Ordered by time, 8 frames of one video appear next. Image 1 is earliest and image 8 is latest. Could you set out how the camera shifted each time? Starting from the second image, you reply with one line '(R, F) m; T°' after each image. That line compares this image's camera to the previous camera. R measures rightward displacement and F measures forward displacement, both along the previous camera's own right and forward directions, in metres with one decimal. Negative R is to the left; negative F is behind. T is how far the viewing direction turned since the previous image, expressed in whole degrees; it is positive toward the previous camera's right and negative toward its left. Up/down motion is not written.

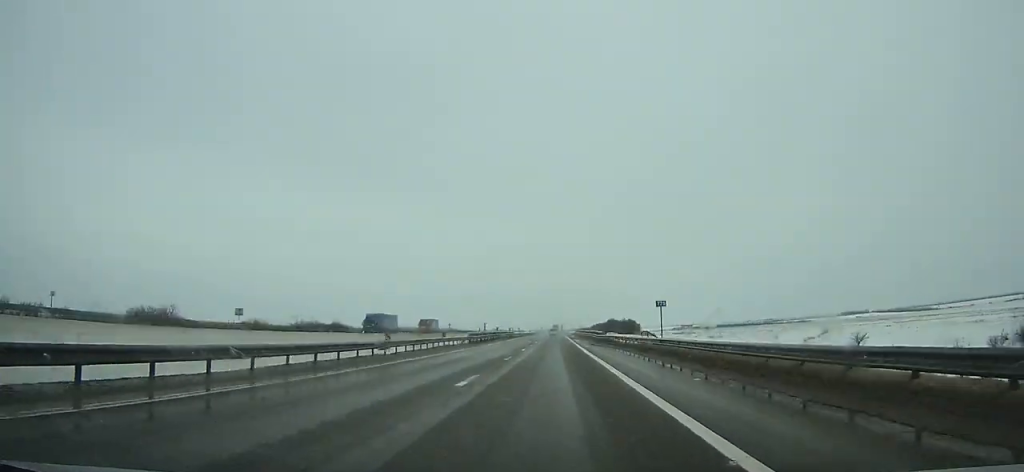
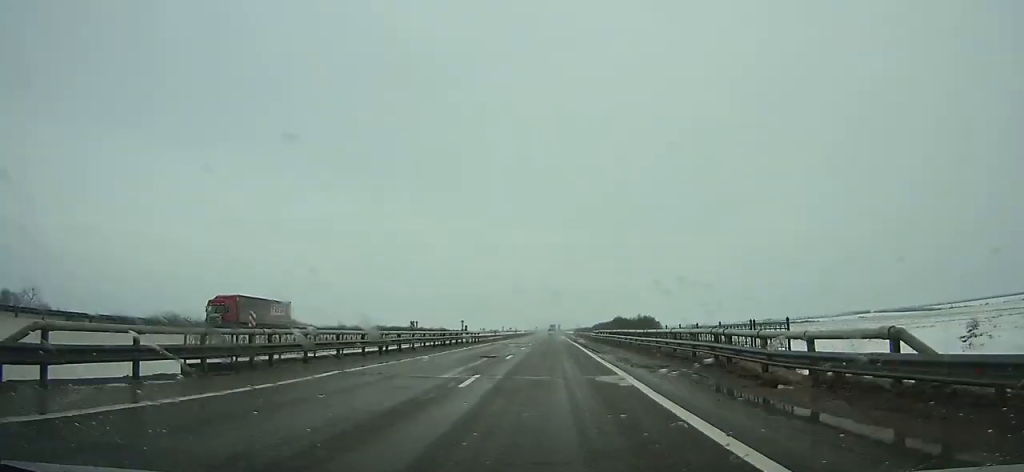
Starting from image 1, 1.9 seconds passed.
(-0.1, +49.2) m; 0°
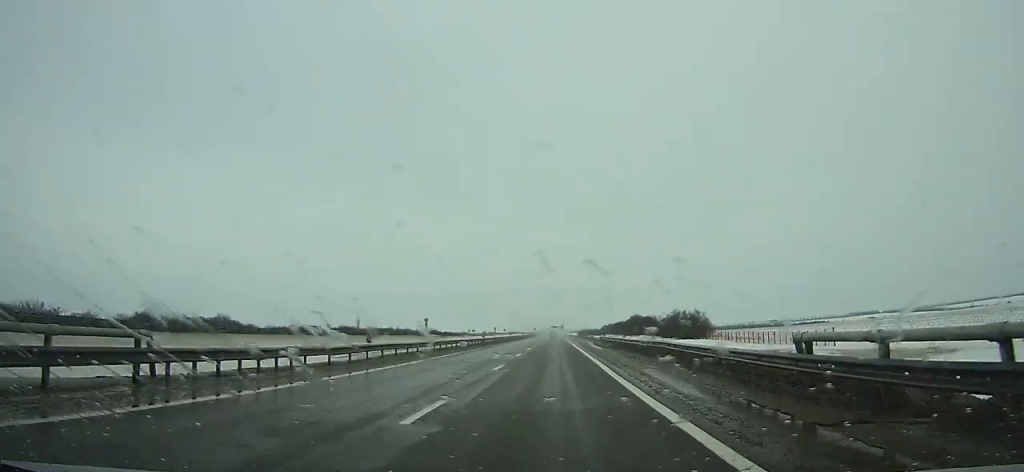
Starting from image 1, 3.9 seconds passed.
(+0.3, +51.9) m; 0°
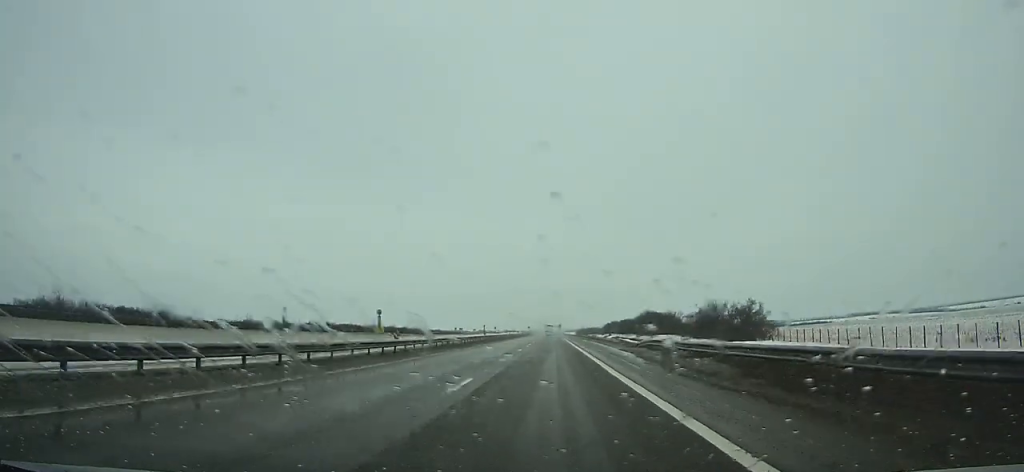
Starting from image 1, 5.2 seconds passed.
(+0.1, +33.8) m; 0°
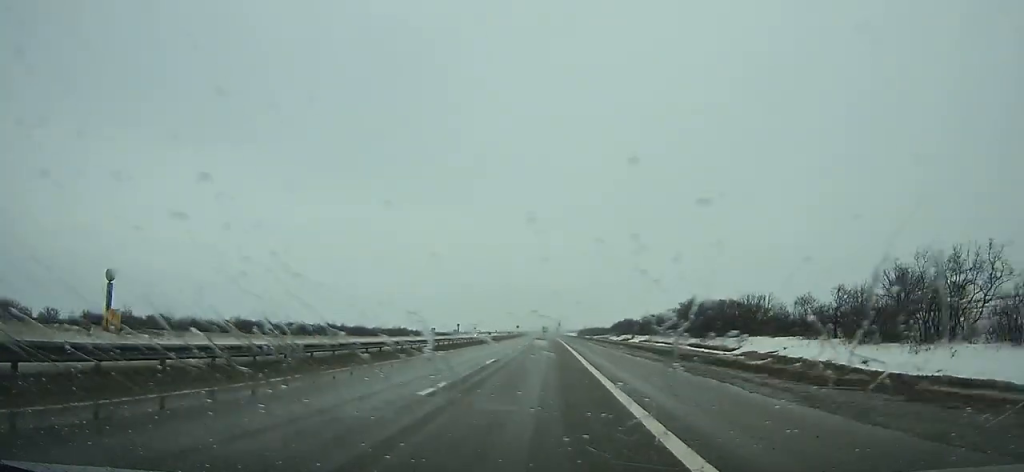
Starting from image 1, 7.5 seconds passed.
(0.0, +60.1) m; 0°
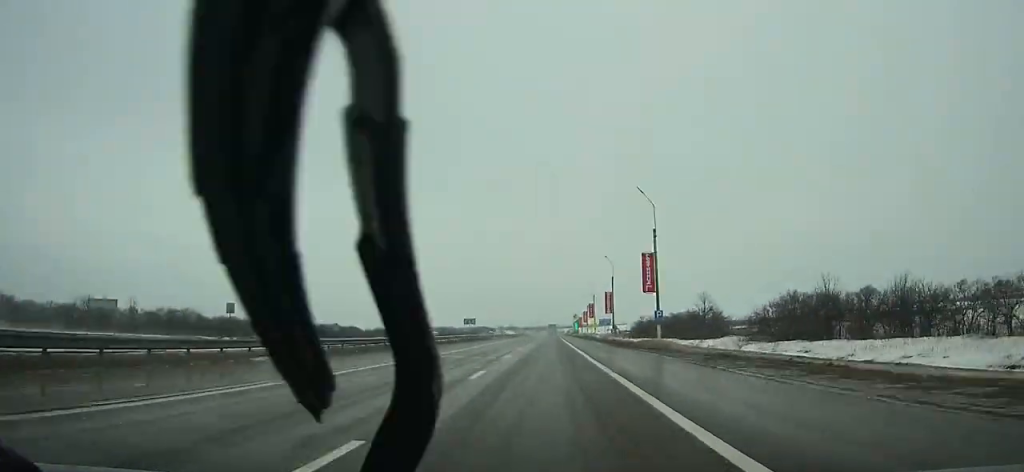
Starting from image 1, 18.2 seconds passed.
(-2.0, +285.6) m; 0°
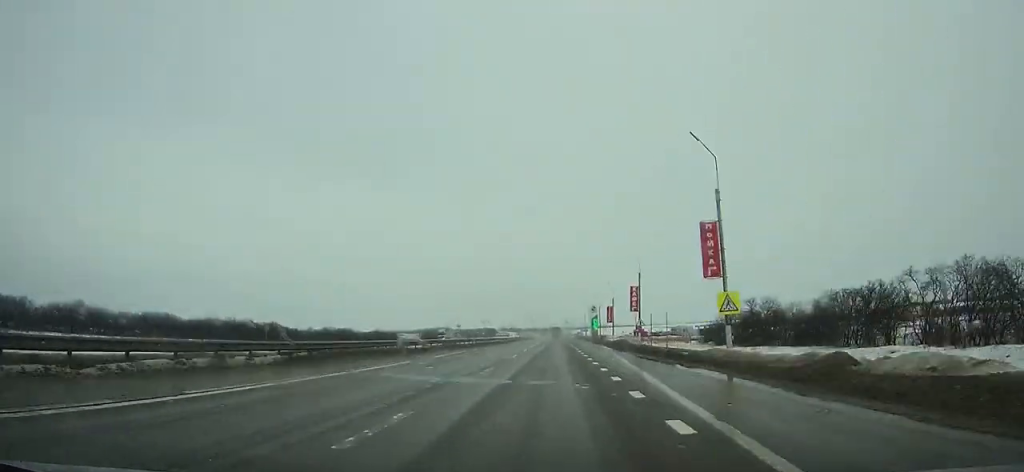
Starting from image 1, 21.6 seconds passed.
(0.0, +92.7) m; 0°
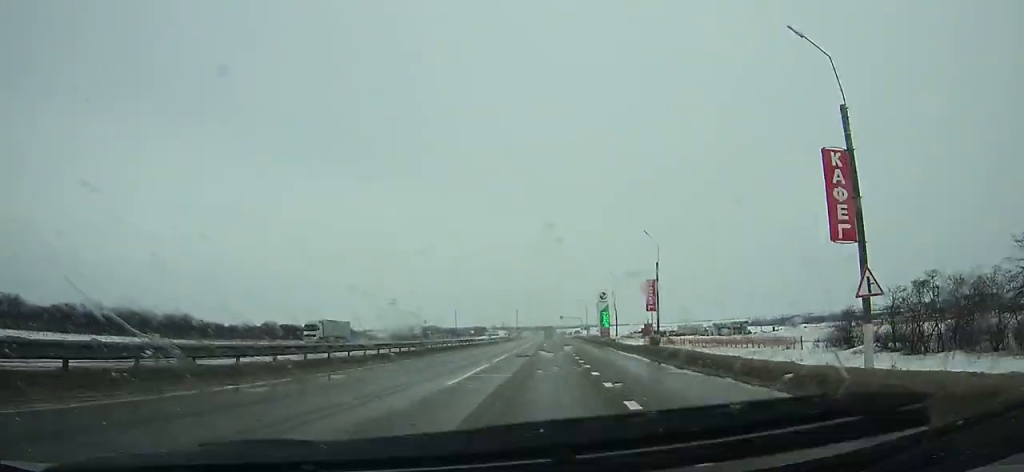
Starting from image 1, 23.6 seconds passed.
(0.0, +54.9) m; 0°
